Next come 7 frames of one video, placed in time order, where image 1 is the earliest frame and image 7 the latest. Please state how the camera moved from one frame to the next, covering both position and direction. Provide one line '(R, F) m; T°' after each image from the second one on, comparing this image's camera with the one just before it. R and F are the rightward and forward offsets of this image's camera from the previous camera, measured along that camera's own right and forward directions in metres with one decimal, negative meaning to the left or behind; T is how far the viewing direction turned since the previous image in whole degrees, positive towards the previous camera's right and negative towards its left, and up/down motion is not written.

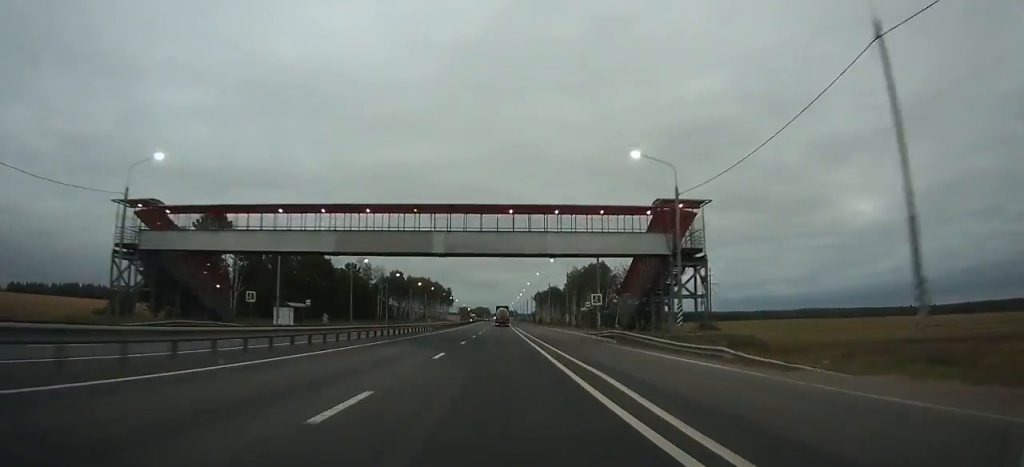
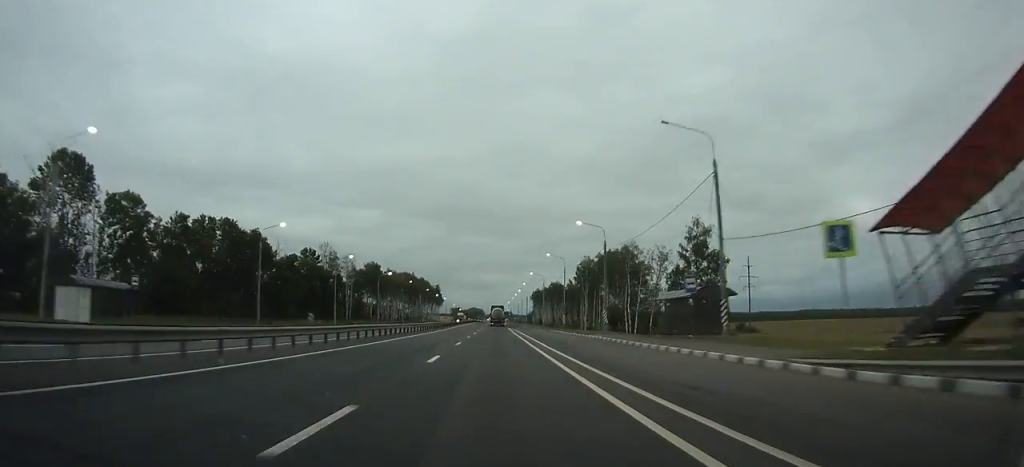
(-0.1, +38.2) m; 0°
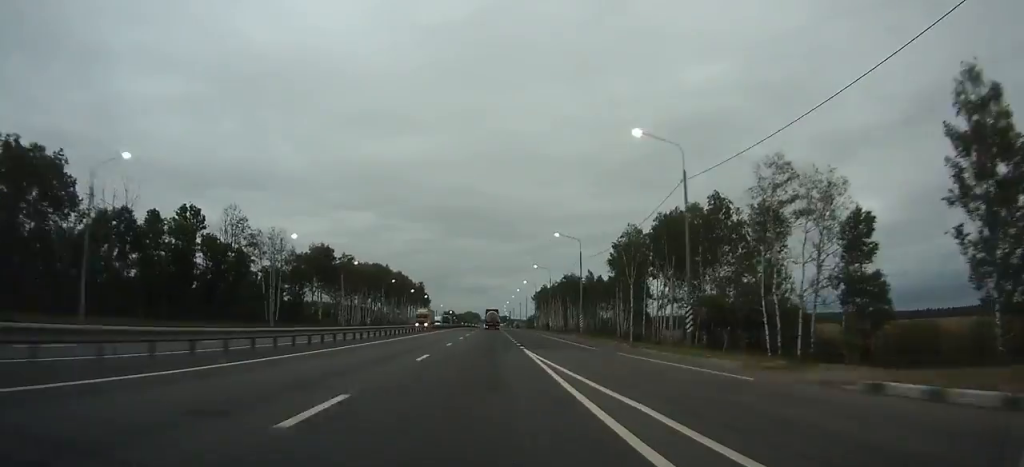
(+0.4, +59.1) m; +1°
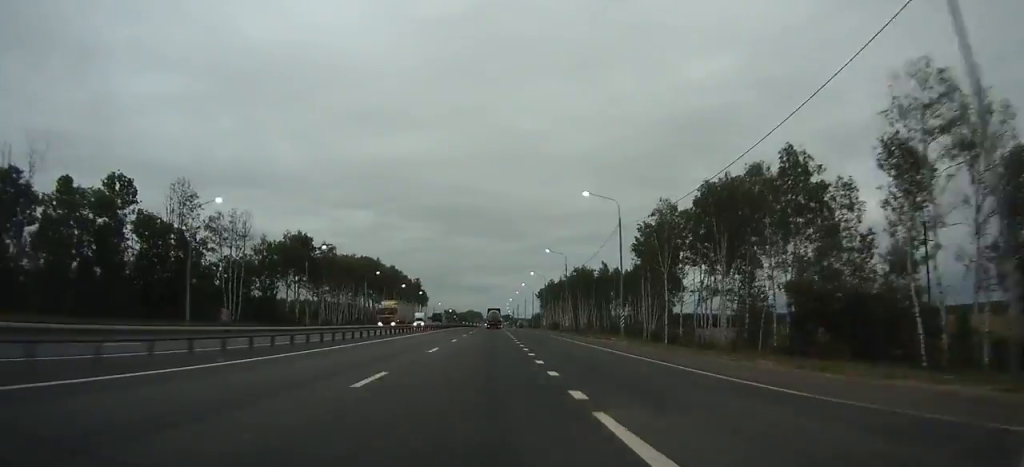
(+0.1, +20.0) m; 0°
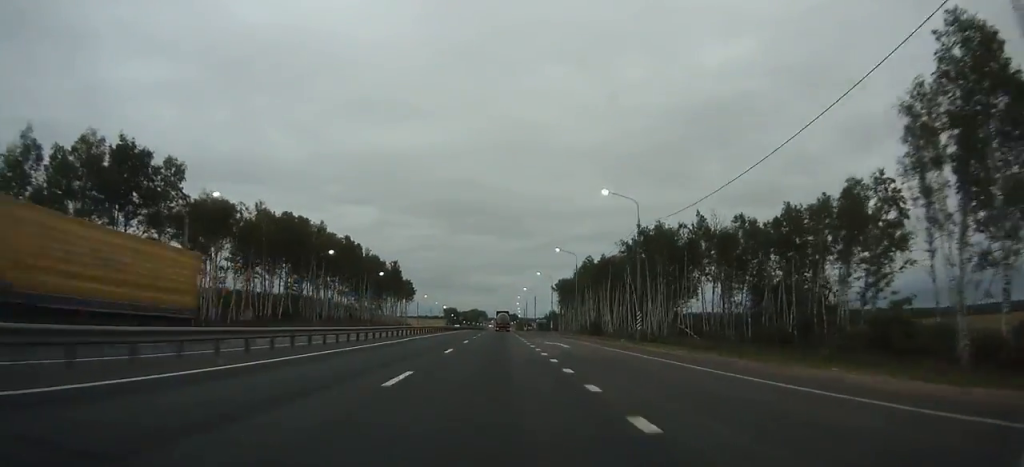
(-0.5, +71.0) m; -1°
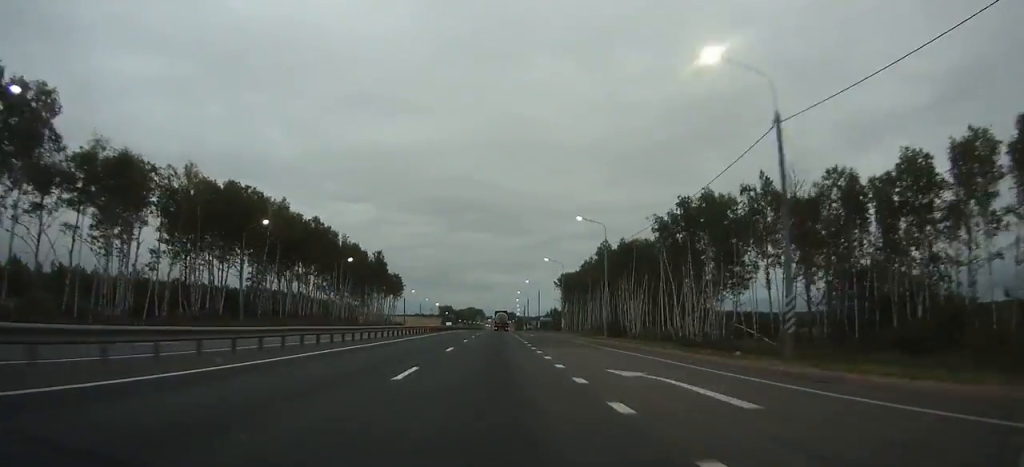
(-0.1, +22.7) m; 0°
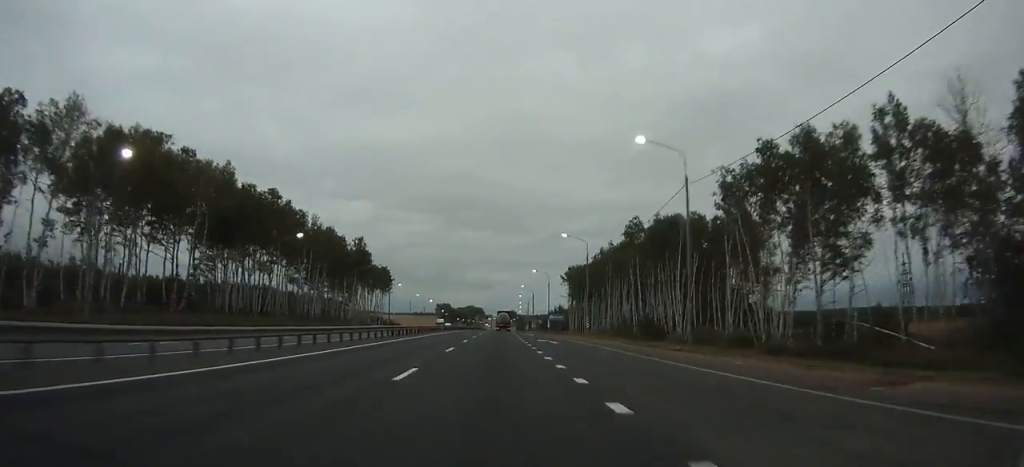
(+0.1, +24.1) m; 0°
